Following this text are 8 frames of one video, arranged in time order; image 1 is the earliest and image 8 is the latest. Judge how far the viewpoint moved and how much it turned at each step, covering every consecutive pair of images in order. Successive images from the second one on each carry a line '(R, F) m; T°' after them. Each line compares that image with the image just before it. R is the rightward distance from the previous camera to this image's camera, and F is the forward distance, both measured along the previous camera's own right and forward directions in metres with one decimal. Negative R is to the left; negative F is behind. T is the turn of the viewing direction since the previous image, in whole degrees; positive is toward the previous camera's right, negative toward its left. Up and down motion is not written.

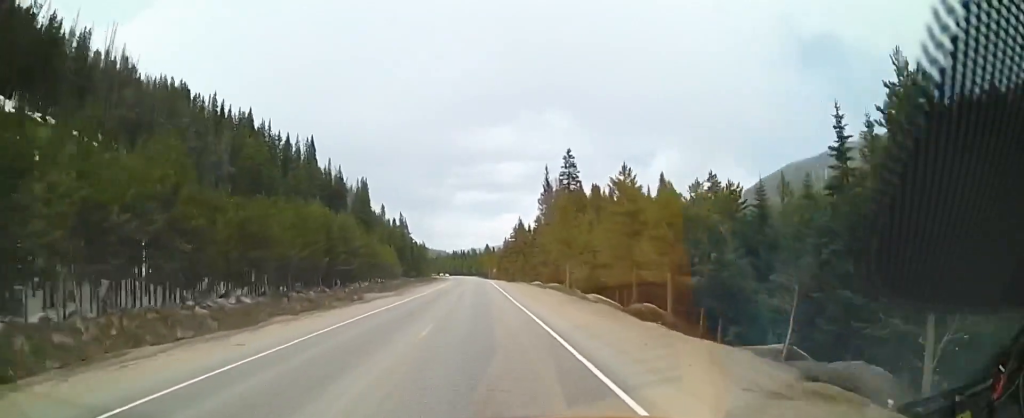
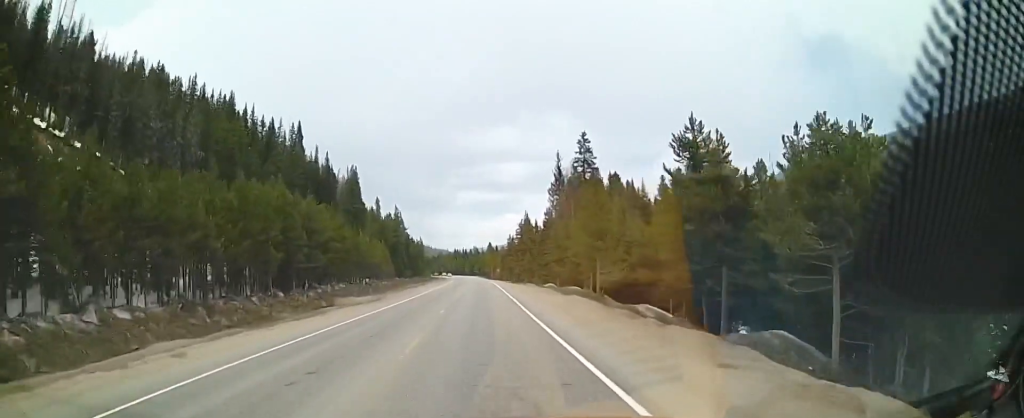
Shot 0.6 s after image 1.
(-0.1, +14.8) m; +1°
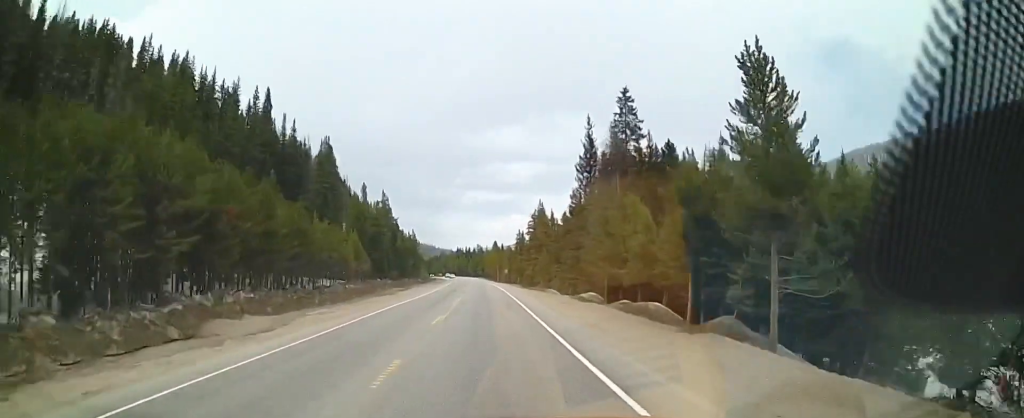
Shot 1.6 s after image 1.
(+0.4, +27.6) m; 0°
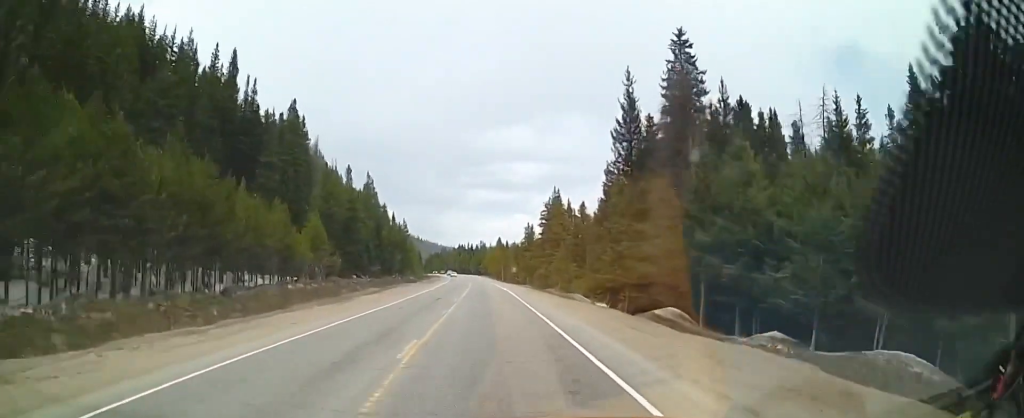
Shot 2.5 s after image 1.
(-0.3, +21.6) m; -1°
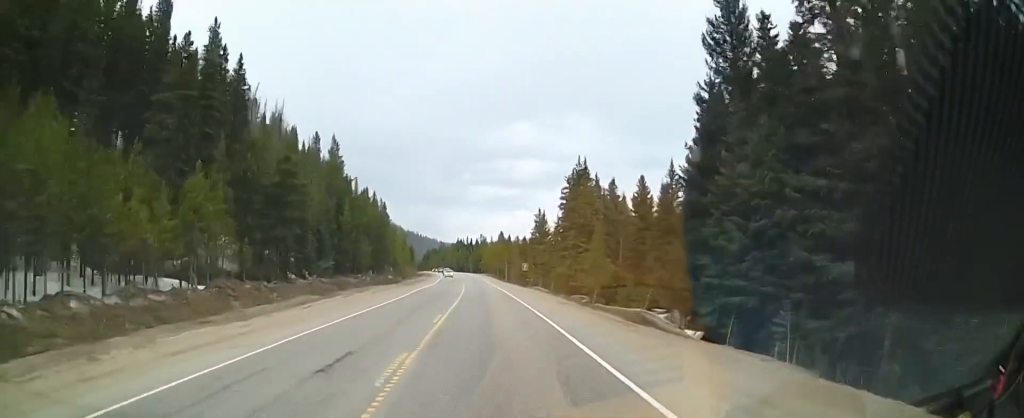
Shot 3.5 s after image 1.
(-0.1, +27.2) m; +1°
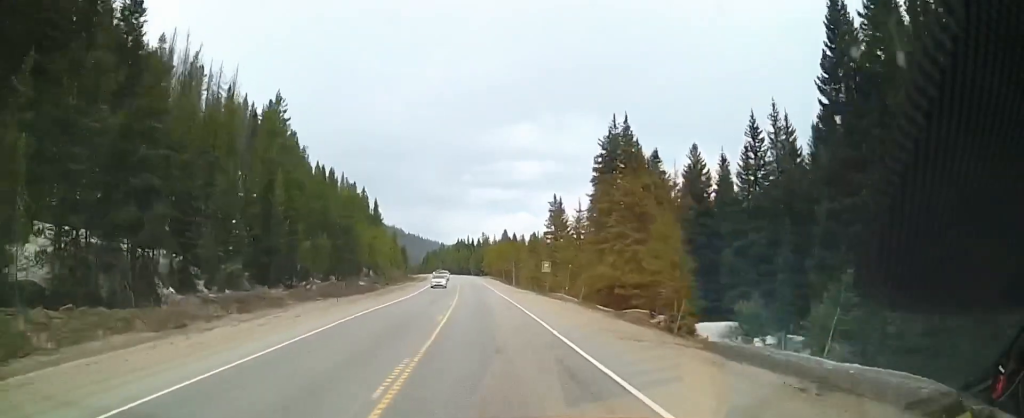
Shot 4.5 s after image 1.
(+0.3, +23.6) m; 0°
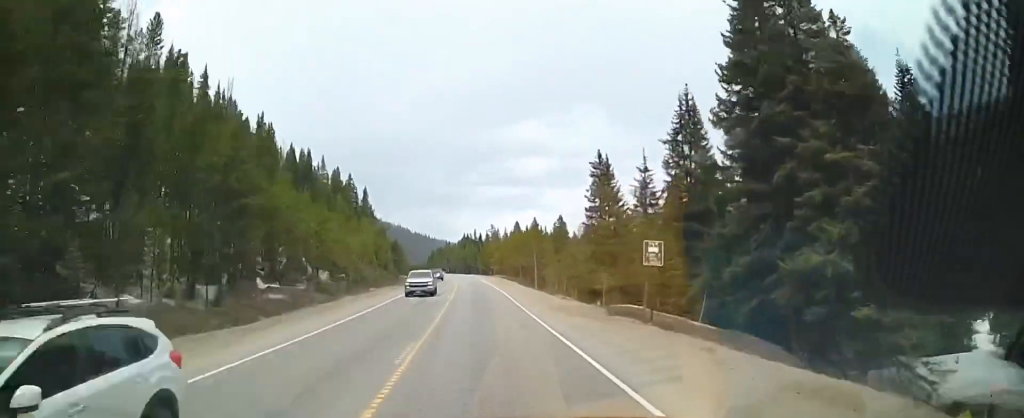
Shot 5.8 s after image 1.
(-0.8, +32.5) m; -1°
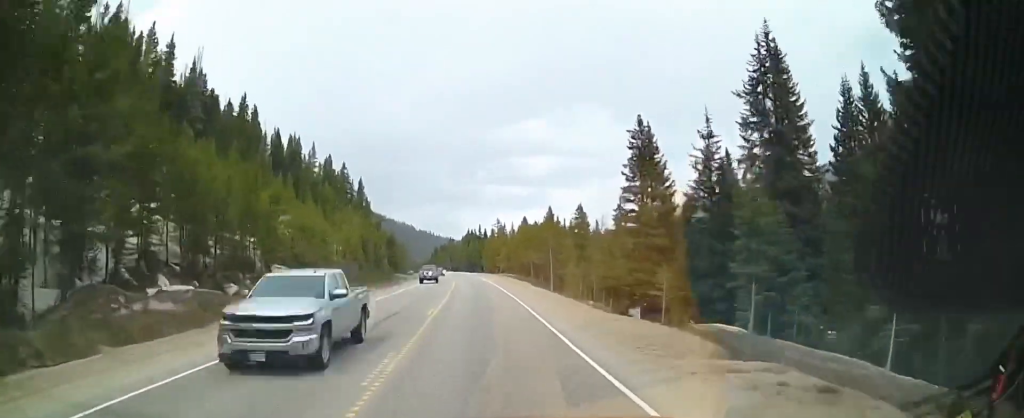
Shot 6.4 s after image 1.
(+0.3, +15.6) m; -1°
